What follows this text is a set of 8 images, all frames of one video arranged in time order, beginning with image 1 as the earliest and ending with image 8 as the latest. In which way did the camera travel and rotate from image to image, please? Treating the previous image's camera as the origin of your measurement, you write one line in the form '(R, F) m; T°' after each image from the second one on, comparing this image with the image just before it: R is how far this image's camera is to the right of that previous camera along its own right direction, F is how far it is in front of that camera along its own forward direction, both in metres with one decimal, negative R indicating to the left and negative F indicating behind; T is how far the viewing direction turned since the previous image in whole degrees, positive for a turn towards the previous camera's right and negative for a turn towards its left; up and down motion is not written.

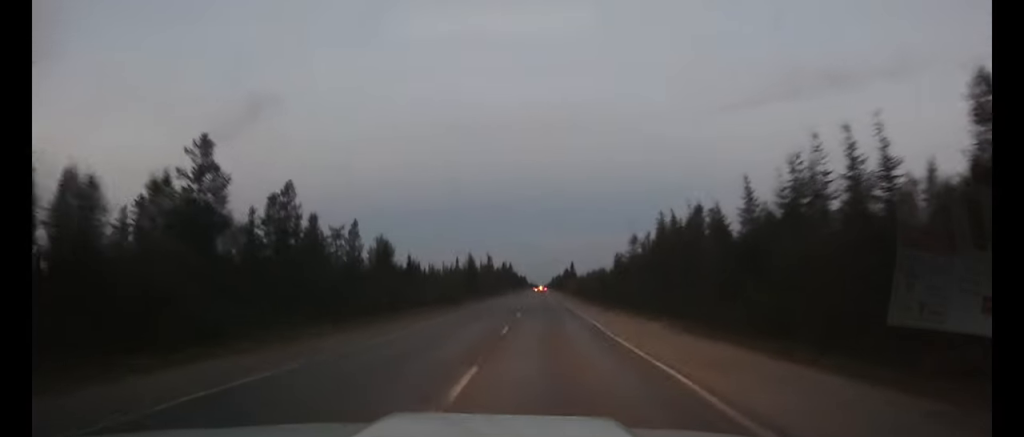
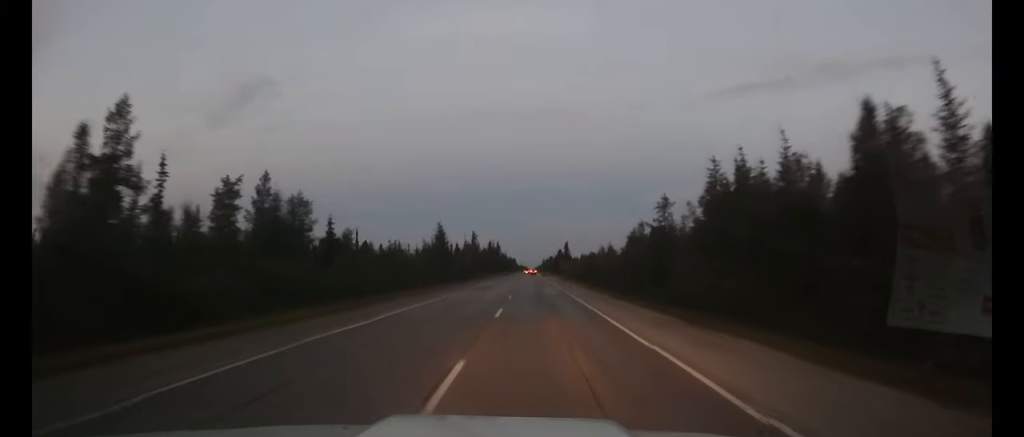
(0.0, +24.6) m; 0°
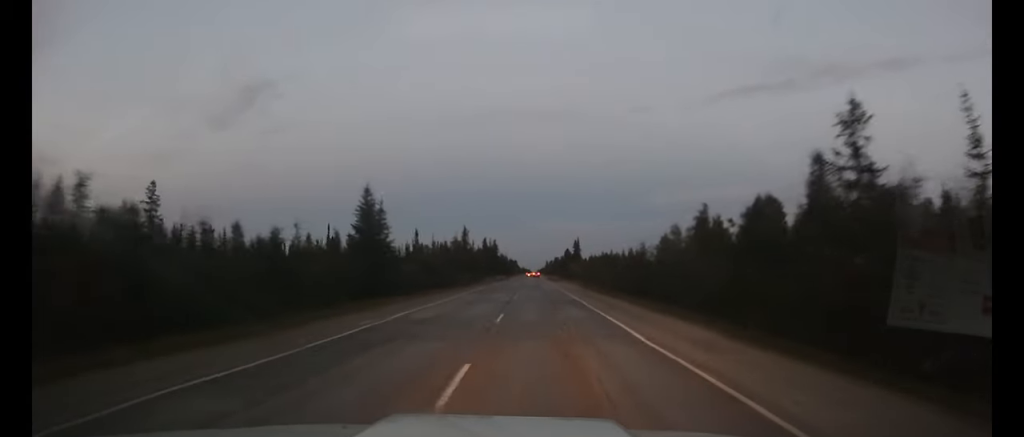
(+0.1, +35.6) m; 0°
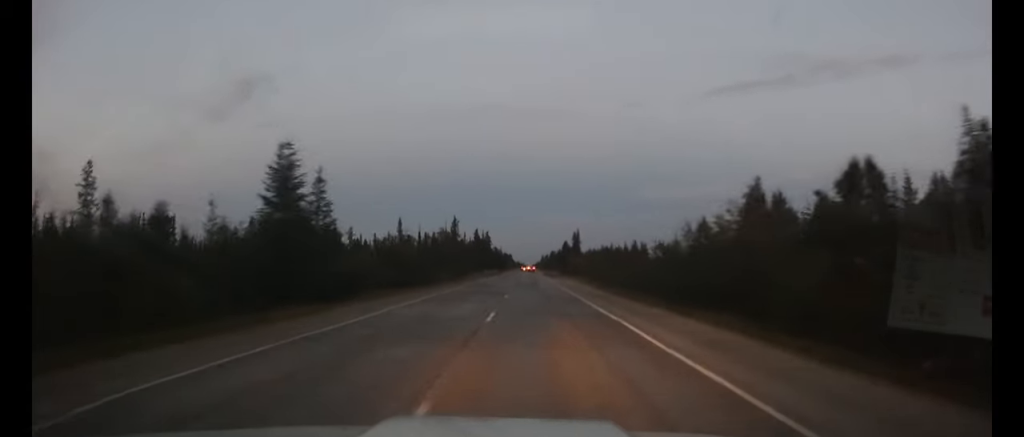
(0.0, +13.8) m; 0°
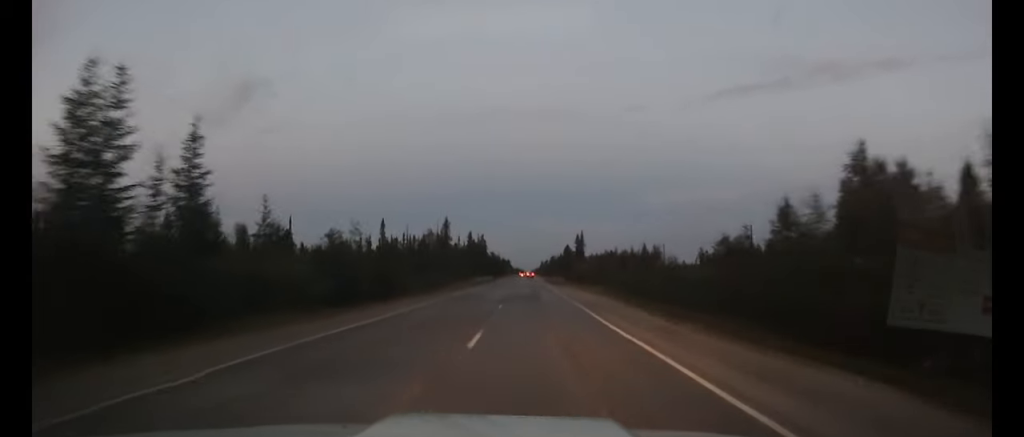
(0.0, +14.5) m; 0°
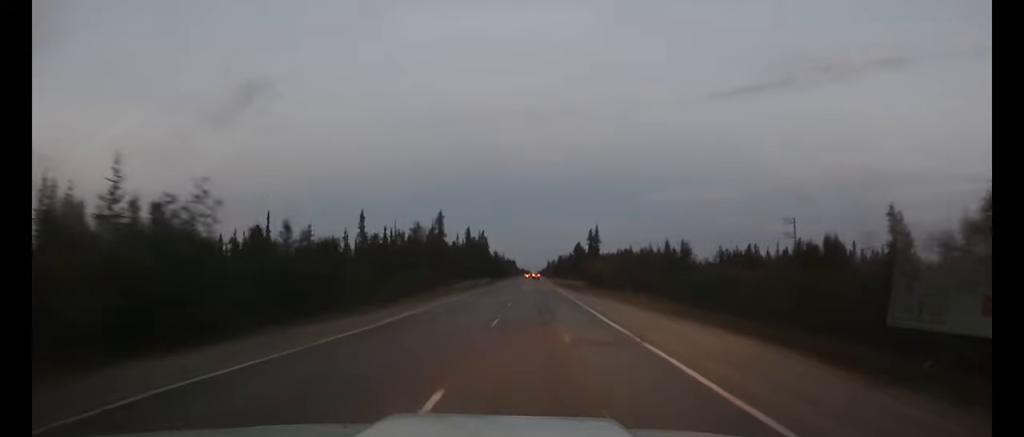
(0.0, +18.8) m; 0°
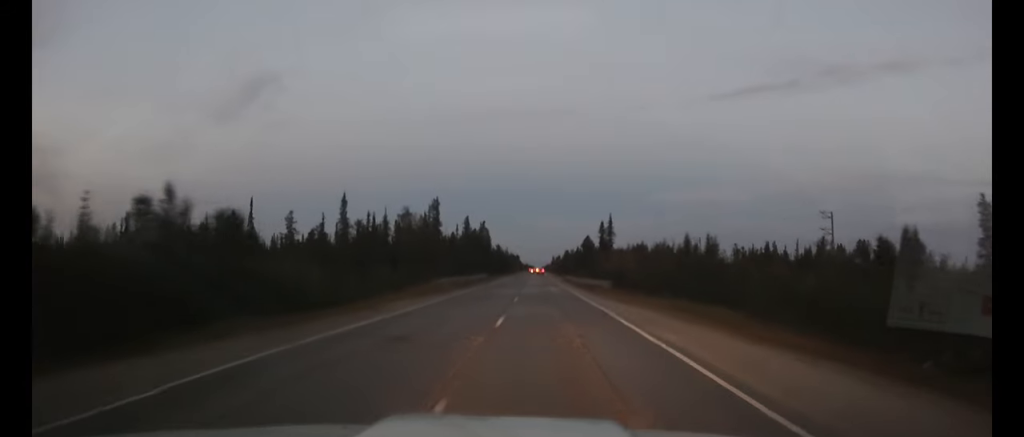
(0.0, +12.7) m; 0°
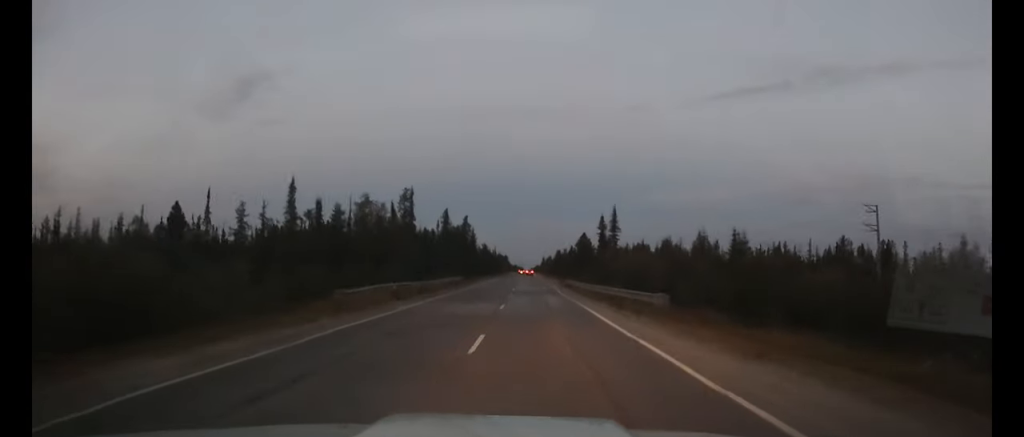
(-0.1, +16.8) m; 0°
